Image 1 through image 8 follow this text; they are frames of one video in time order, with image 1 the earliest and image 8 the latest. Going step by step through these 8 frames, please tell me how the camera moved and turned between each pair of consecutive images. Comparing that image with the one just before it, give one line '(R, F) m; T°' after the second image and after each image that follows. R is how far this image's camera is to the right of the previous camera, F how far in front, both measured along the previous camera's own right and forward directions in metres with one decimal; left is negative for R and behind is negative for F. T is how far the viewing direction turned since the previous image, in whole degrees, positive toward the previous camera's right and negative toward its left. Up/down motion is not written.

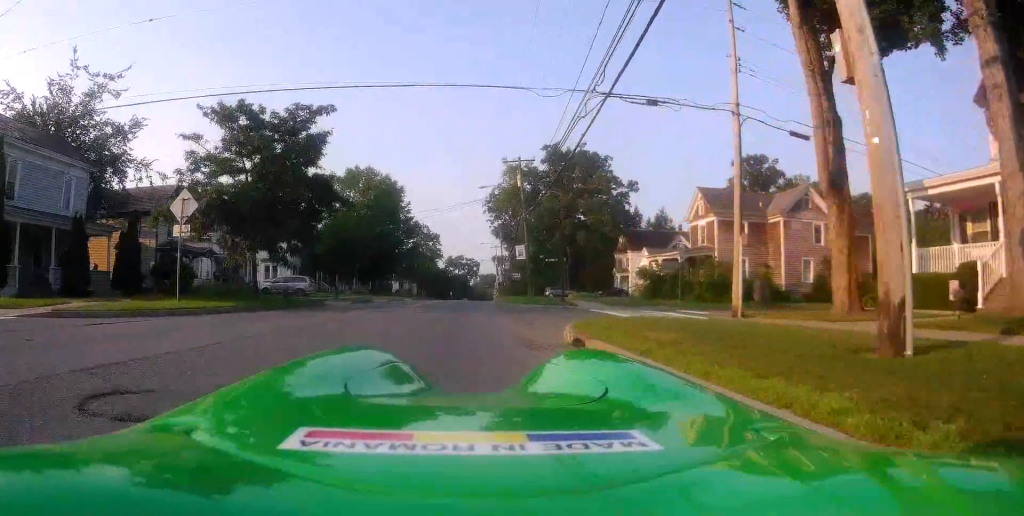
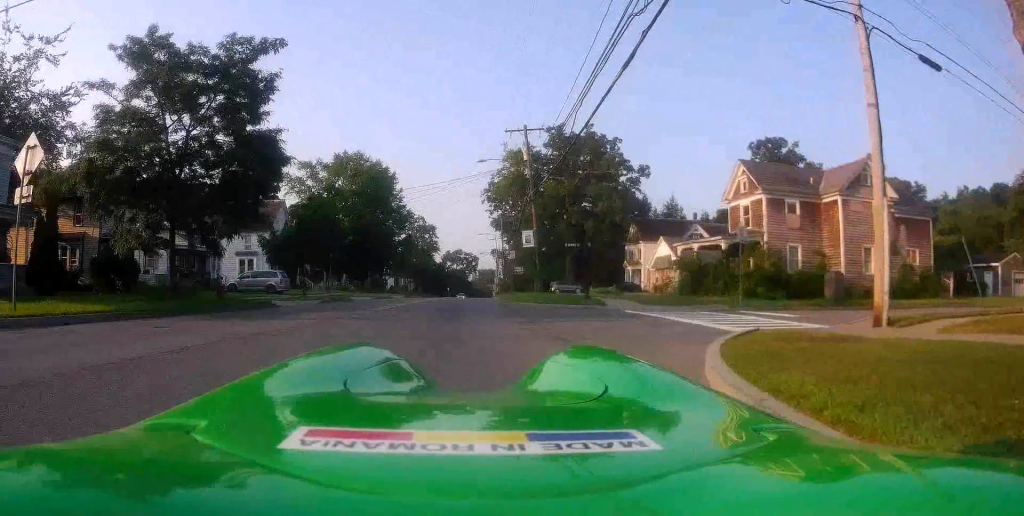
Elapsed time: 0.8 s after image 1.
(0.0, +7.2) m; 0°
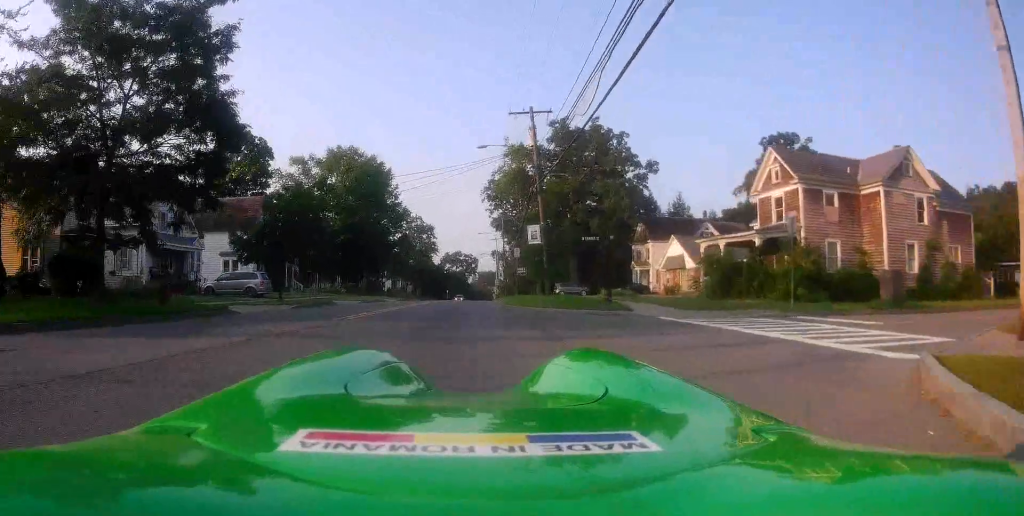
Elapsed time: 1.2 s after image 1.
(0.0, +3.8) m; 0°
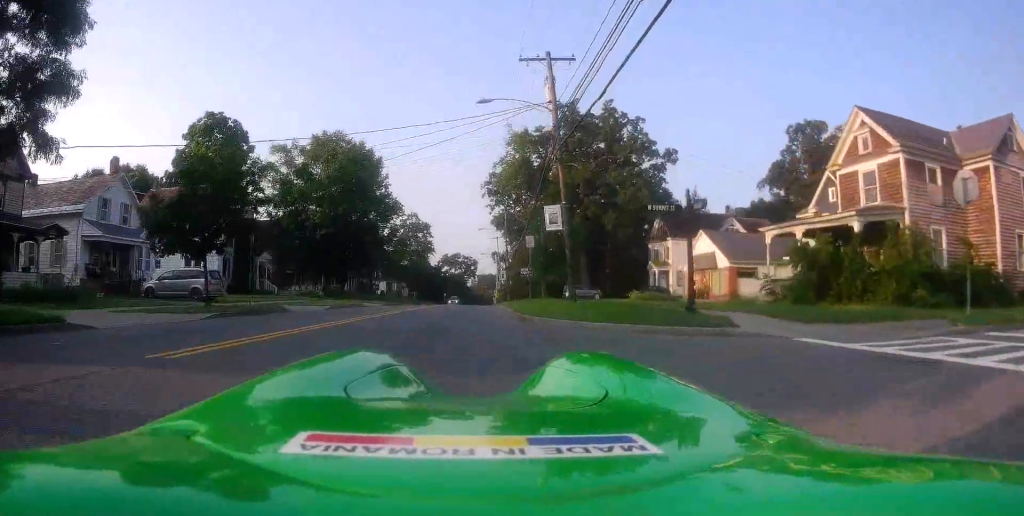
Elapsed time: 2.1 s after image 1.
(0.0, +7.9) m; 0°
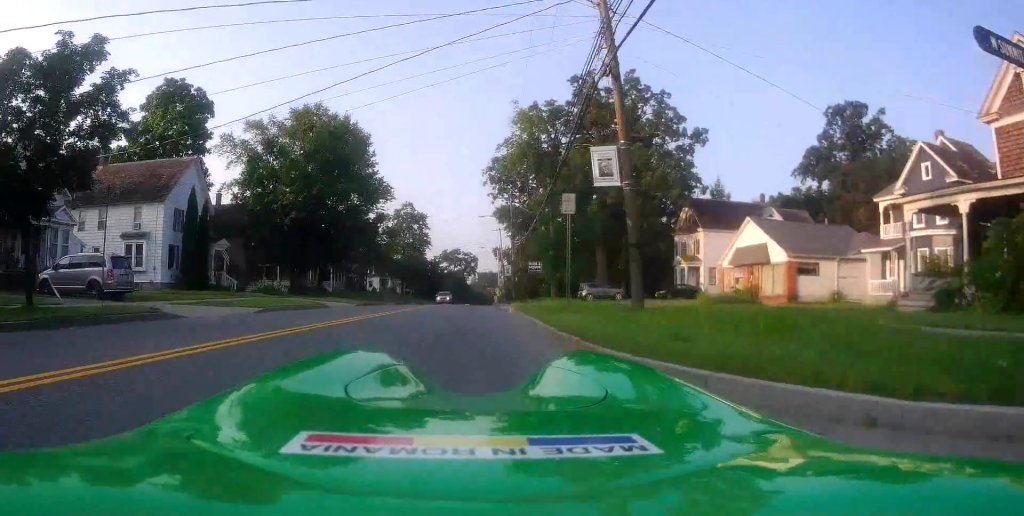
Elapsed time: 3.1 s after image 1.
(0.0, +9.2) m; 0°
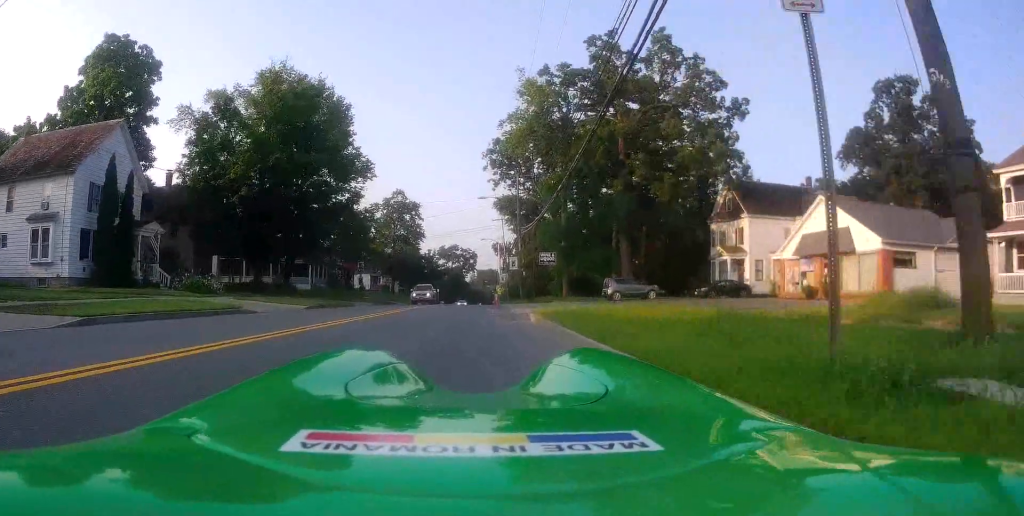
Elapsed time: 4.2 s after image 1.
(+0.2, +9.7) m; +2°
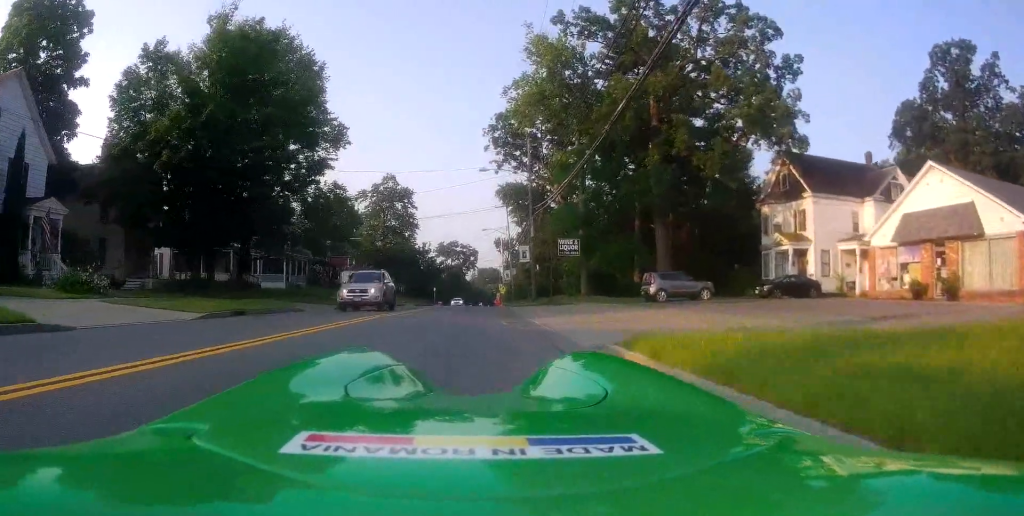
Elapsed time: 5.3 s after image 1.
(+0.1, +9.4) m; -1°
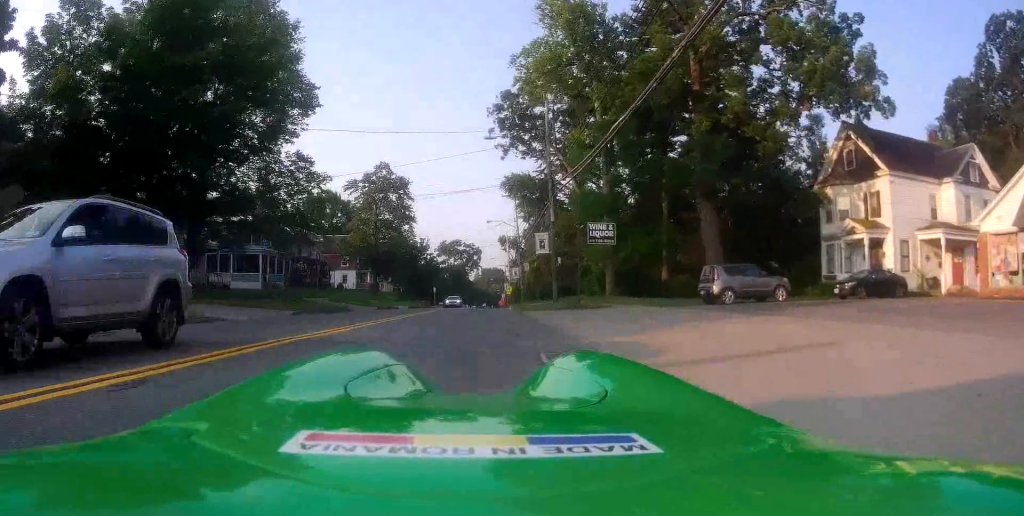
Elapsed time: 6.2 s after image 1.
(-0.2, +8.1) m; -2°
